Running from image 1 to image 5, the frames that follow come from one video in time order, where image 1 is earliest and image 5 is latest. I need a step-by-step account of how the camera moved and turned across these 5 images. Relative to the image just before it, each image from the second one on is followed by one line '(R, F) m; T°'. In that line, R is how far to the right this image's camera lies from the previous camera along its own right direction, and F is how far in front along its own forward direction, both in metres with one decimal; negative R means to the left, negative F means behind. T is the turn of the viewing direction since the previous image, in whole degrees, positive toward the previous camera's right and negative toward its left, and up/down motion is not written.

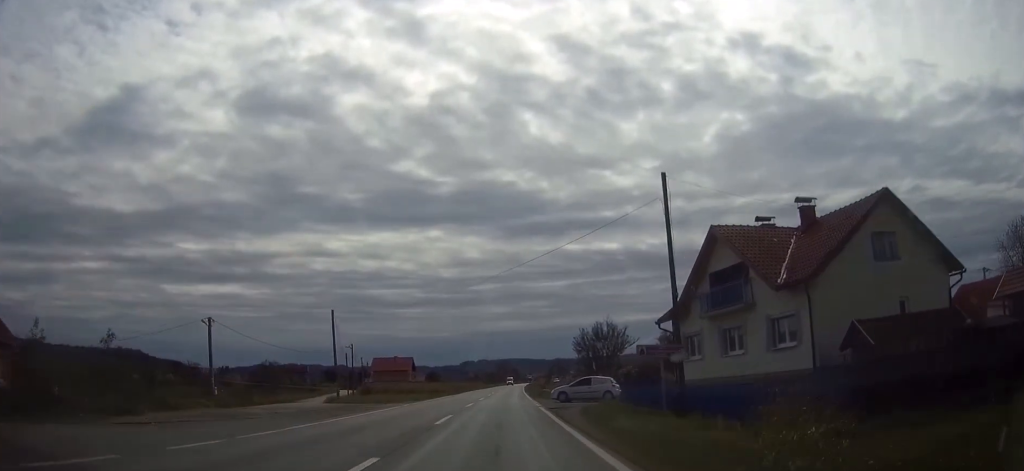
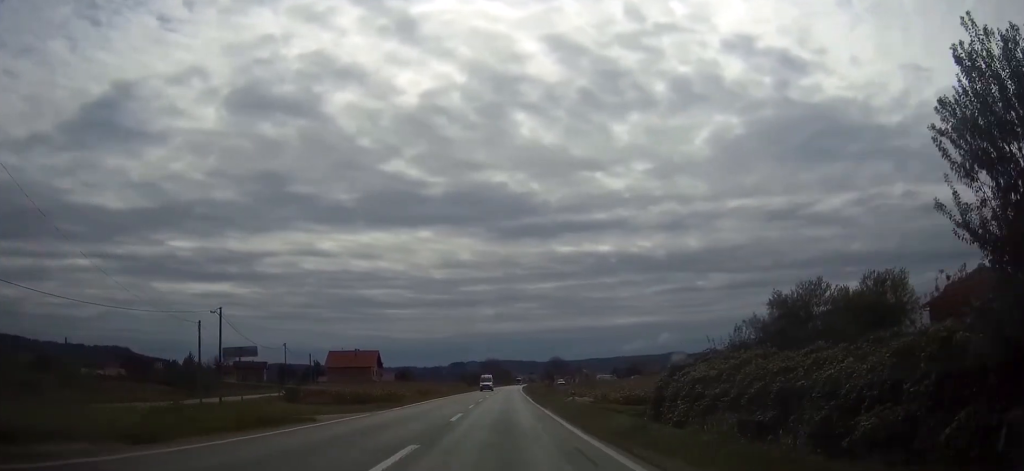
(+0.1, +41.9) m; 0°
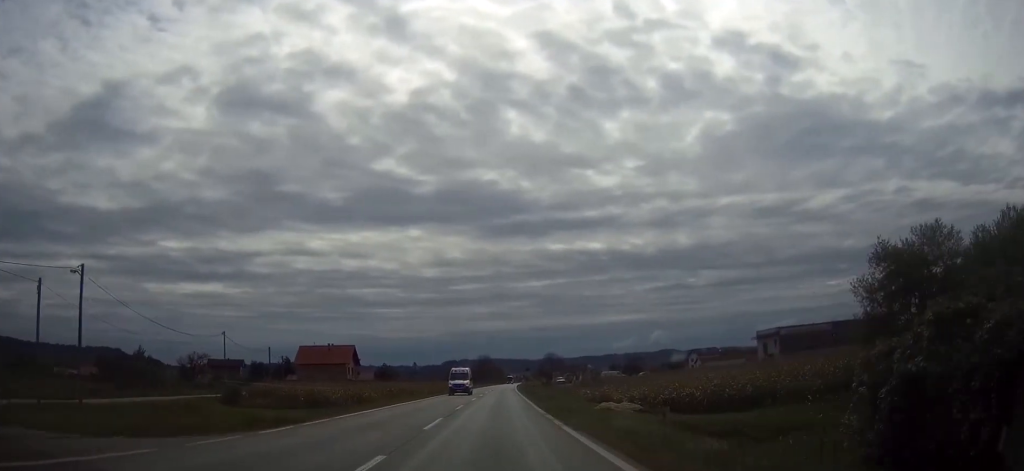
(0.0, +17.4) m; +1°
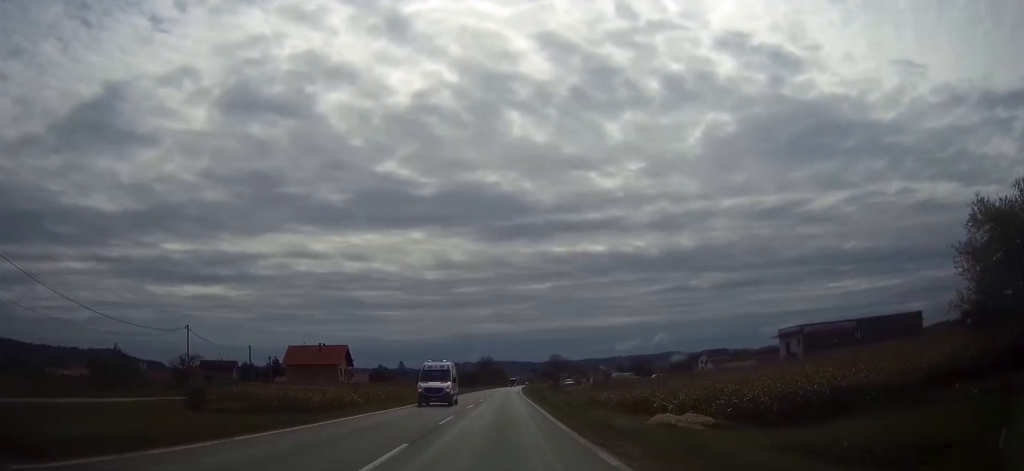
(0.0, +9.3) m; 0°
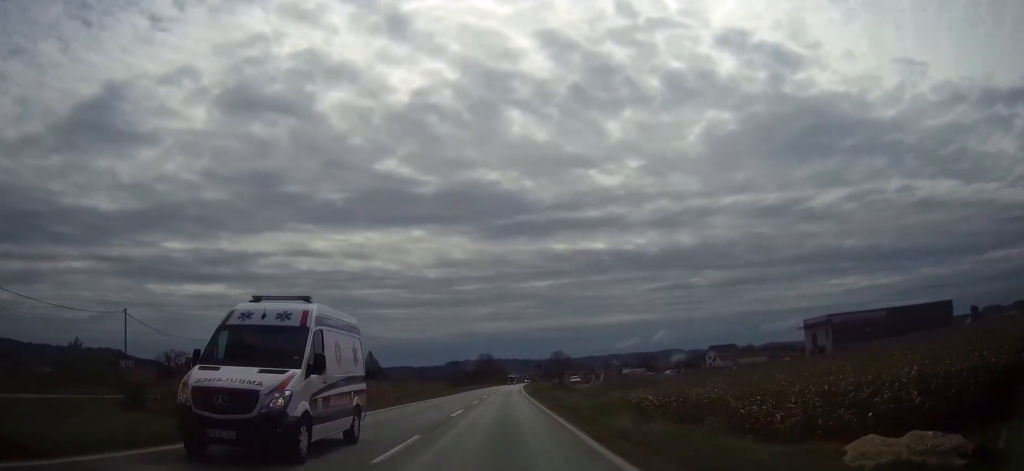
(0.0, +11.0) m; 0°
